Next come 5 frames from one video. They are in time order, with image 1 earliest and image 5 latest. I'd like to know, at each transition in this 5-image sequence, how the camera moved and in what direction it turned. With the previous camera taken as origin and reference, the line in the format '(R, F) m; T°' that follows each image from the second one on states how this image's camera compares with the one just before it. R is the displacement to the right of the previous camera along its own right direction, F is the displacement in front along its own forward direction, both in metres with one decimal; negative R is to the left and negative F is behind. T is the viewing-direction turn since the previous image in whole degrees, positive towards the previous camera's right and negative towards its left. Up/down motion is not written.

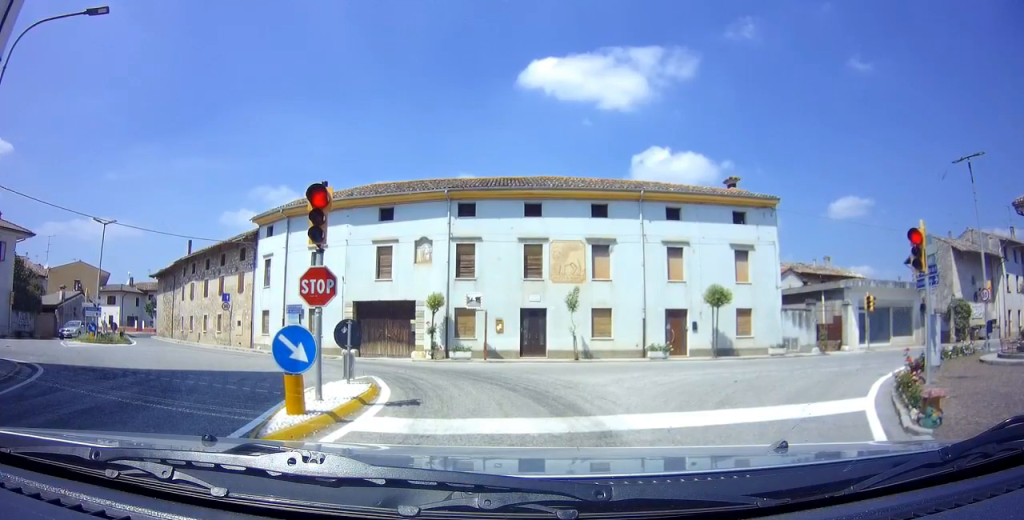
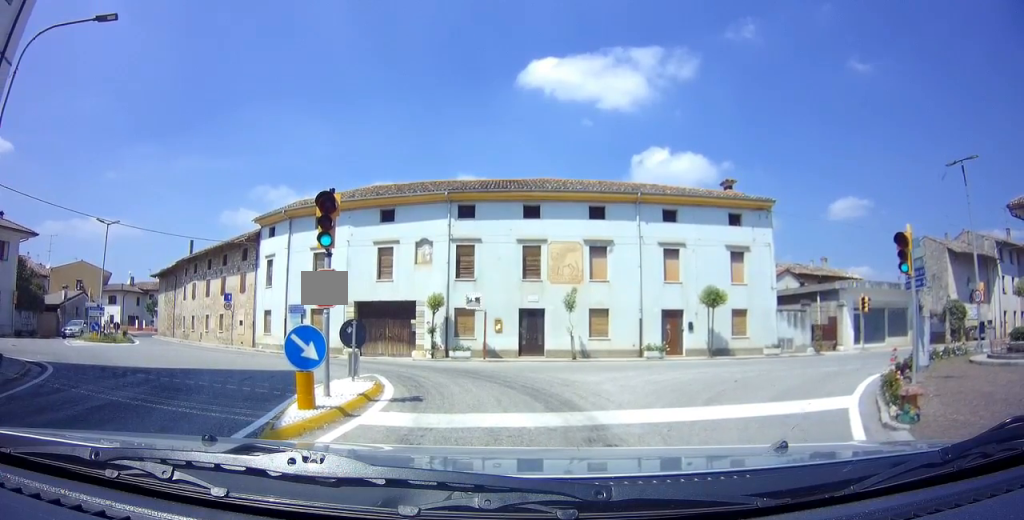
(-0.1, +0.4) m; 0°
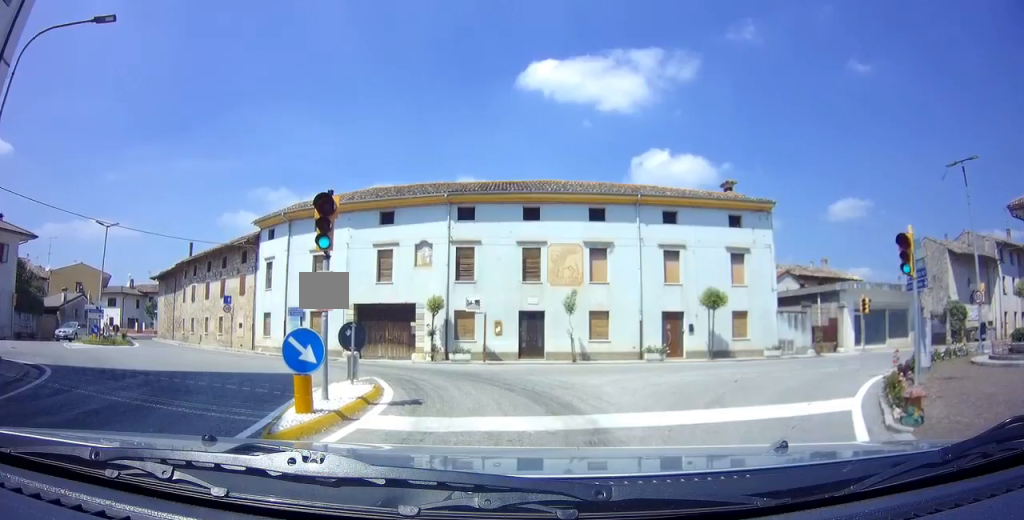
(0.0, +0.7) m; 0°
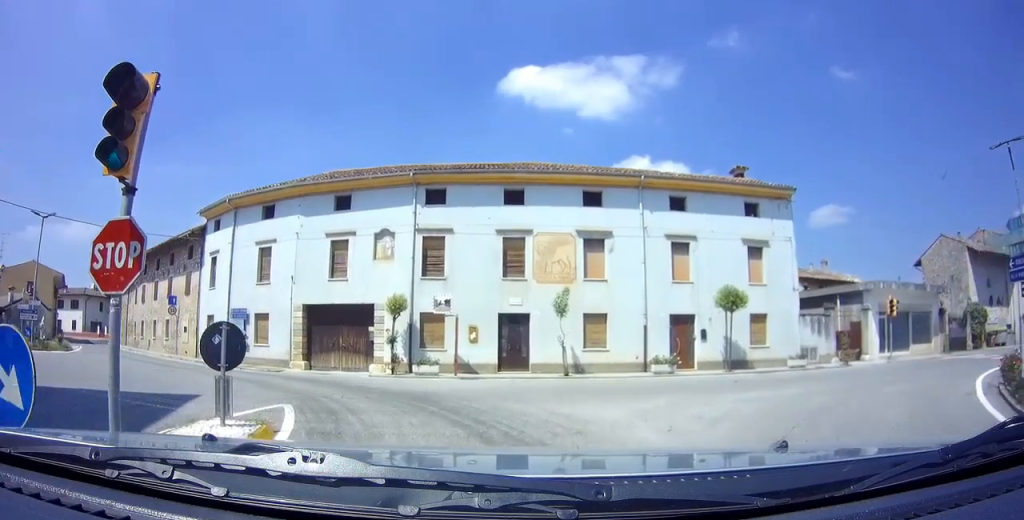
(0.0, +2.9) m; +1°
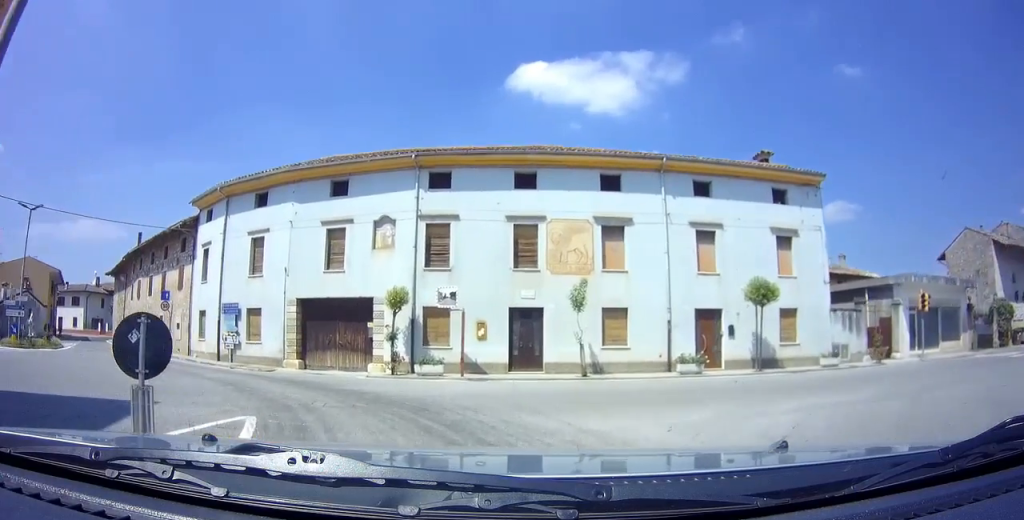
(0.0, +1.6) m; -2°
